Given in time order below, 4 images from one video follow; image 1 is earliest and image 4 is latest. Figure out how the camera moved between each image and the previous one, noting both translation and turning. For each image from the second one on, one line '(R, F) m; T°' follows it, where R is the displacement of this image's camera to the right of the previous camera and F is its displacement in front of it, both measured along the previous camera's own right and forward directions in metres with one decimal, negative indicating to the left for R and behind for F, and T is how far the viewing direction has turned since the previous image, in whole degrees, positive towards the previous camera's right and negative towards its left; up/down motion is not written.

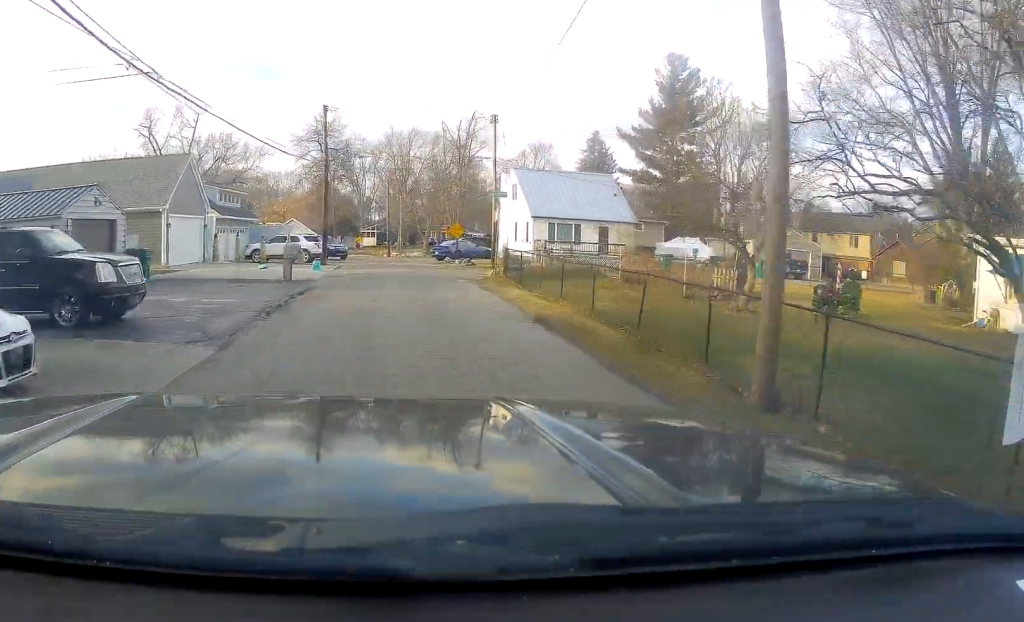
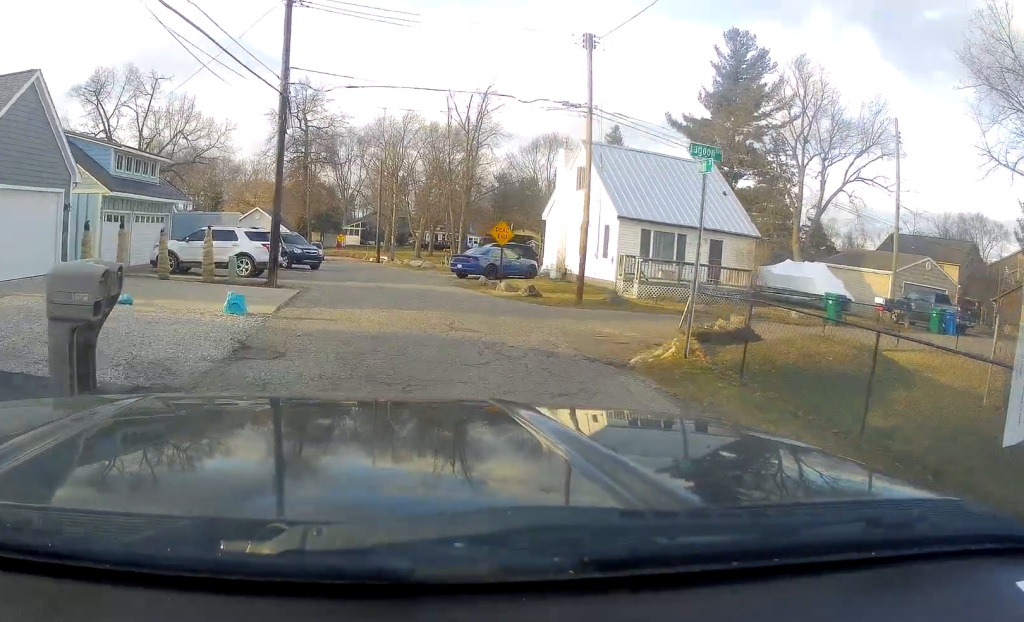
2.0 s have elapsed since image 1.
(+0.1, +18.3) m; -1°
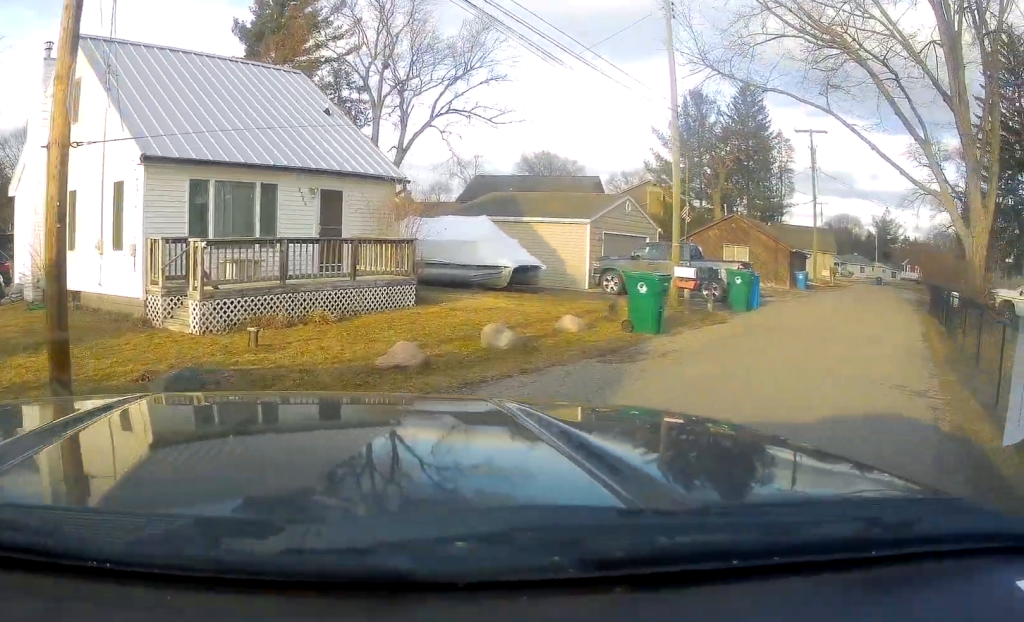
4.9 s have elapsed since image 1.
(+3.8, +19.0) m; +42°
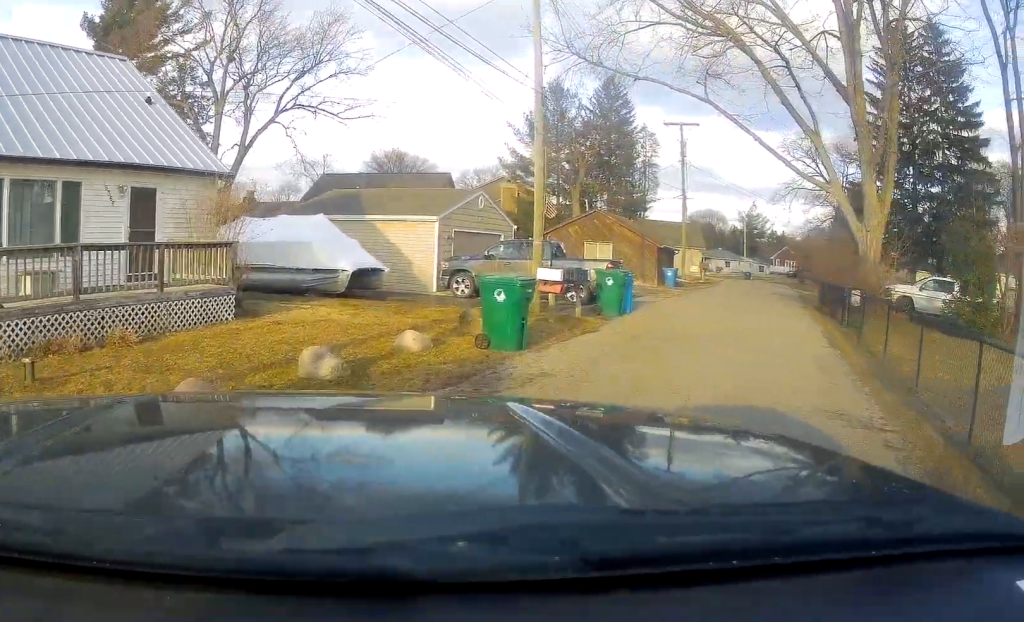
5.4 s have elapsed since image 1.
(+0.3, +2.5) m; +12°
